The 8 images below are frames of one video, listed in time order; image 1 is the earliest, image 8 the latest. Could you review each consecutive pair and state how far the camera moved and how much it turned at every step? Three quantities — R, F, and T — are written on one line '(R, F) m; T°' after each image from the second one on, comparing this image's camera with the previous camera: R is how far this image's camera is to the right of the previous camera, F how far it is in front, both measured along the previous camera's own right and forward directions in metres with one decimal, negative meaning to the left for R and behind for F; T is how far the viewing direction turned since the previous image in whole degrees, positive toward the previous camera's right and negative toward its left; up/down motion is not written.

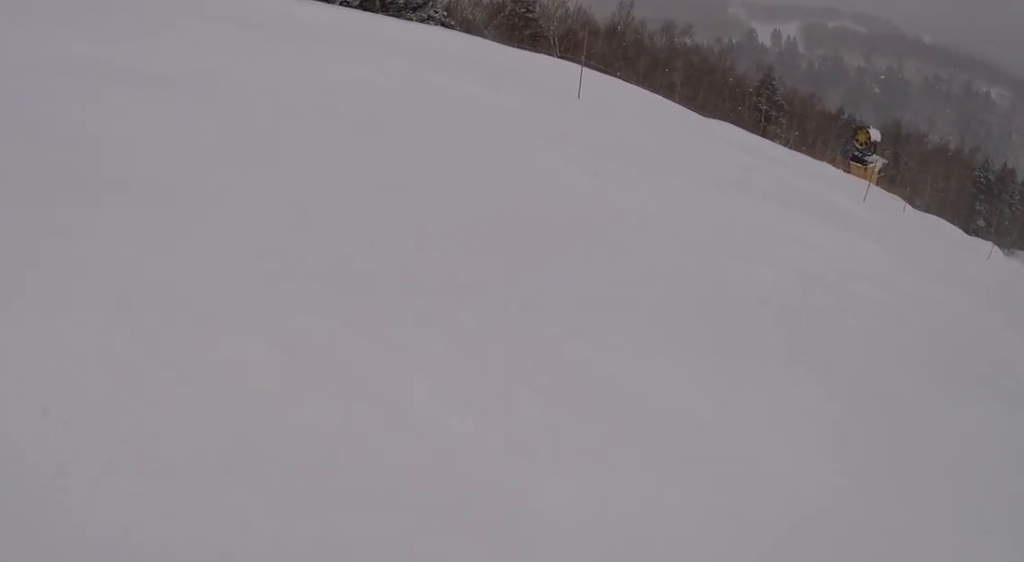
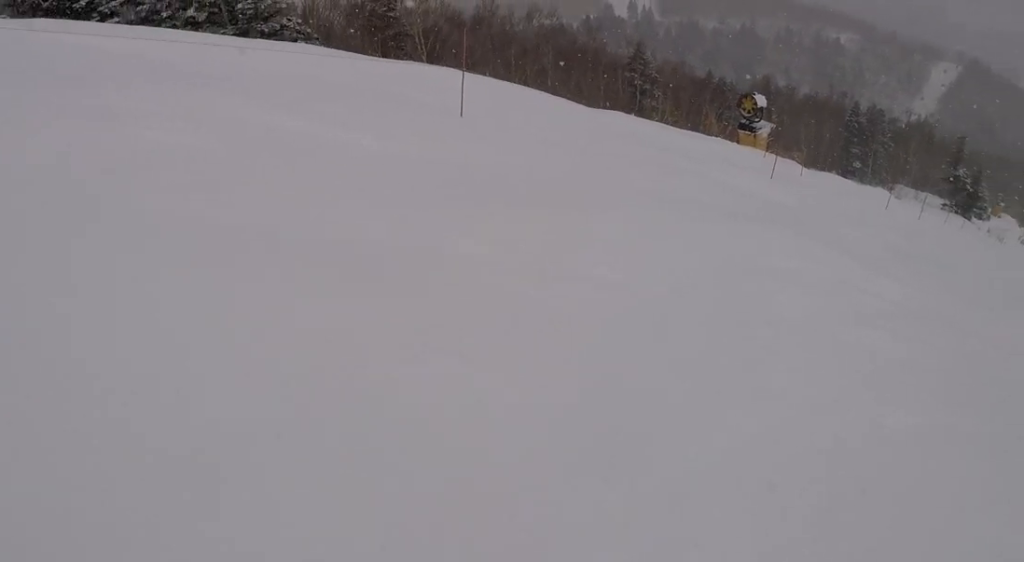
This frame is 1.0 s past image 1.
(+0.7, +3.3) m; +34°
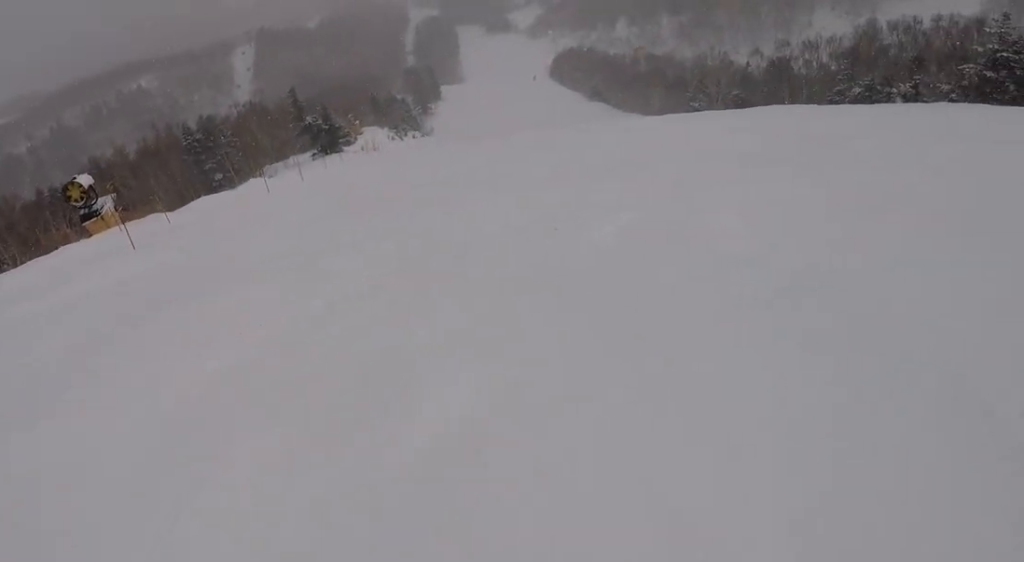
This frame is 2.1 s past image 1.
(+1.7, +3.8) m; +45°
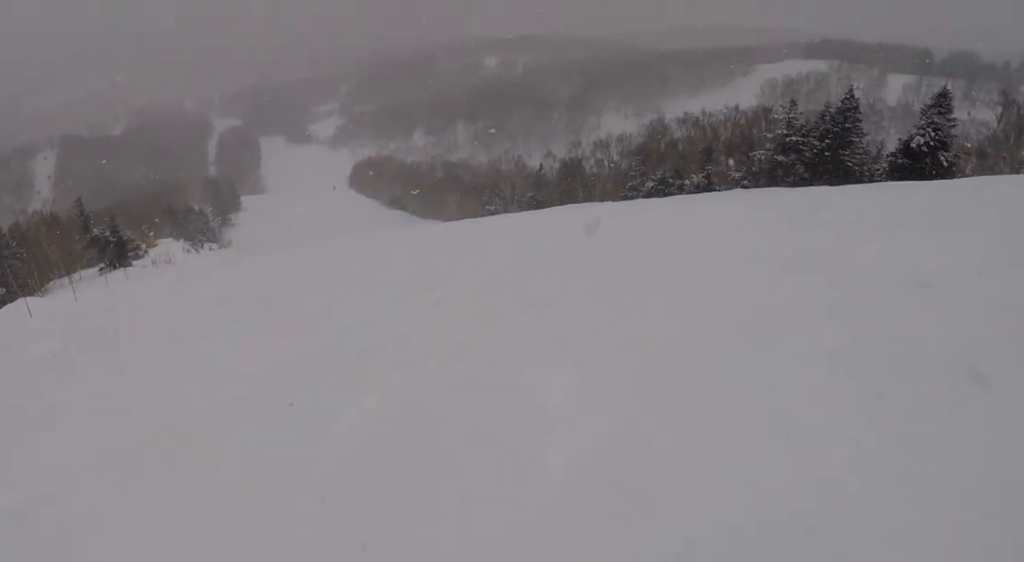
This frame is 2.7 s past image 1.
(+0.5, +2.5) m; +16°
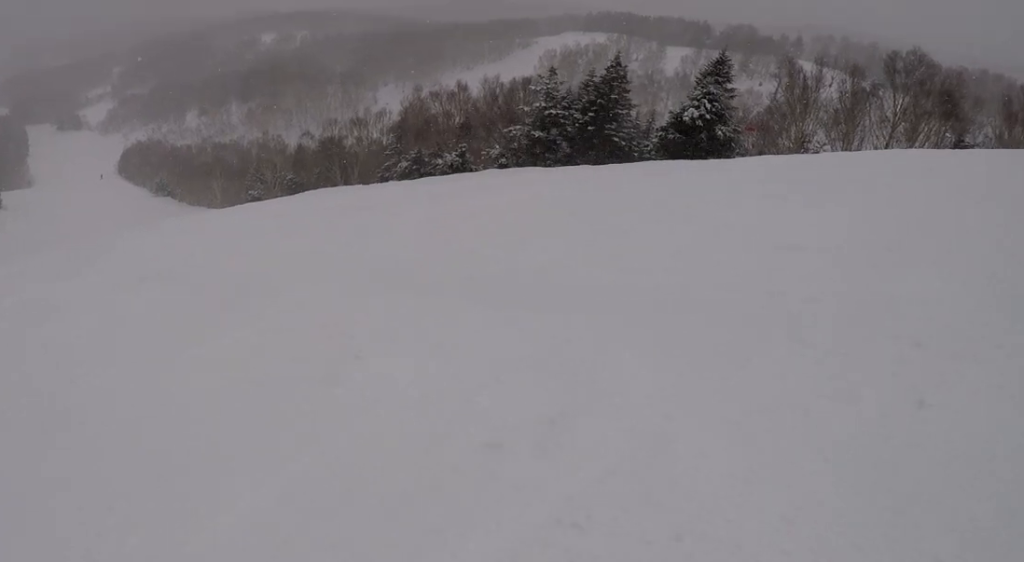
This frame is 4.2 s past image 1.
(+2.1, +6.2) m; -7°
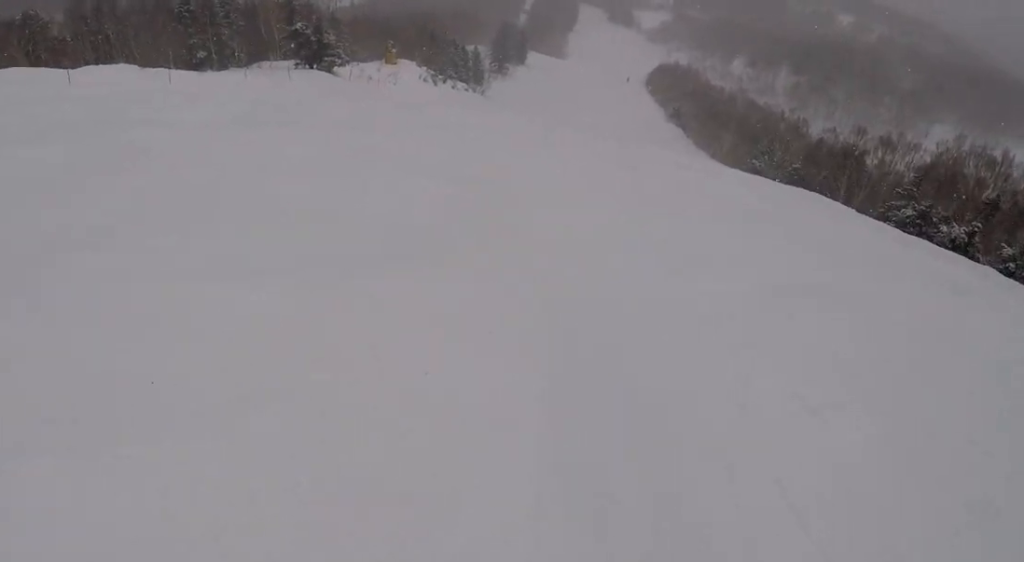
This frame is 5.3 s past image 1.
(-2.7, +4.0) m; -46°
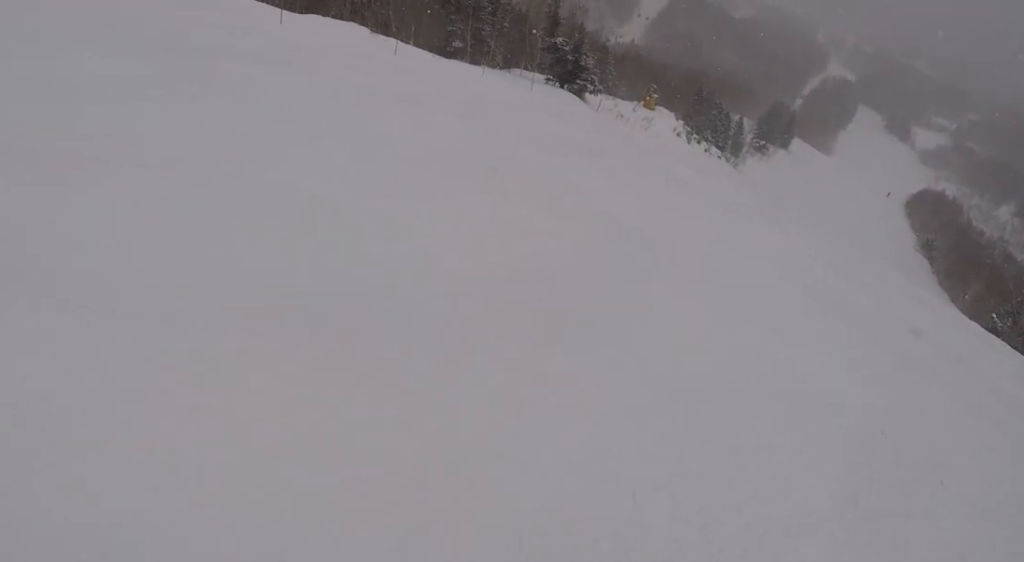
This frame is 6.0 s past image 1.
(-0.5, +3.2) m; -27°
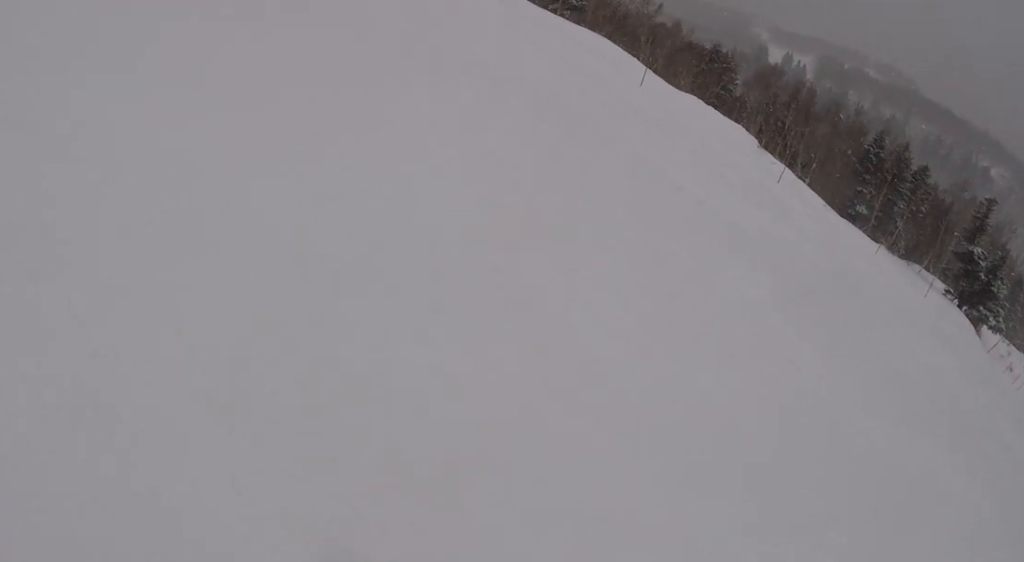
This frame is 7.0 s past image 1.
(-2.0, +4.0) m; -28°
